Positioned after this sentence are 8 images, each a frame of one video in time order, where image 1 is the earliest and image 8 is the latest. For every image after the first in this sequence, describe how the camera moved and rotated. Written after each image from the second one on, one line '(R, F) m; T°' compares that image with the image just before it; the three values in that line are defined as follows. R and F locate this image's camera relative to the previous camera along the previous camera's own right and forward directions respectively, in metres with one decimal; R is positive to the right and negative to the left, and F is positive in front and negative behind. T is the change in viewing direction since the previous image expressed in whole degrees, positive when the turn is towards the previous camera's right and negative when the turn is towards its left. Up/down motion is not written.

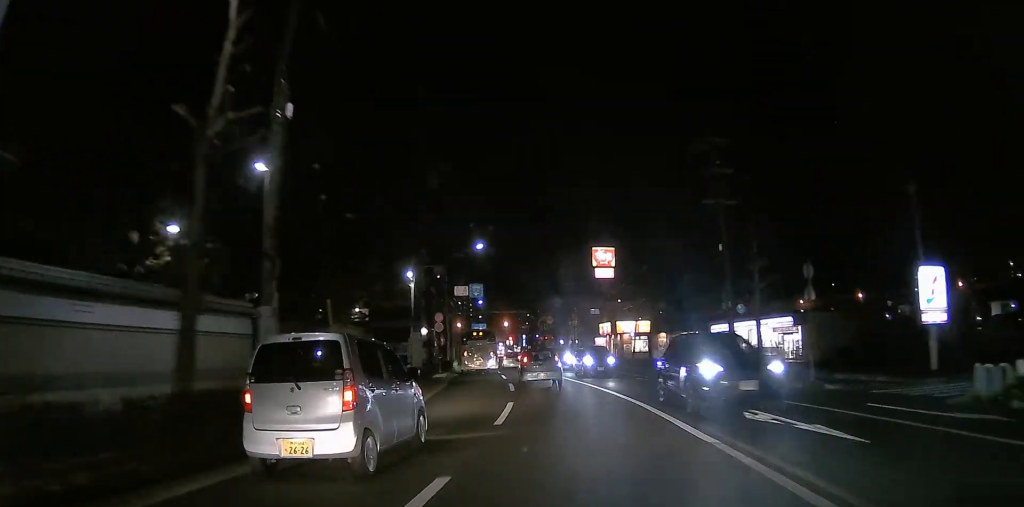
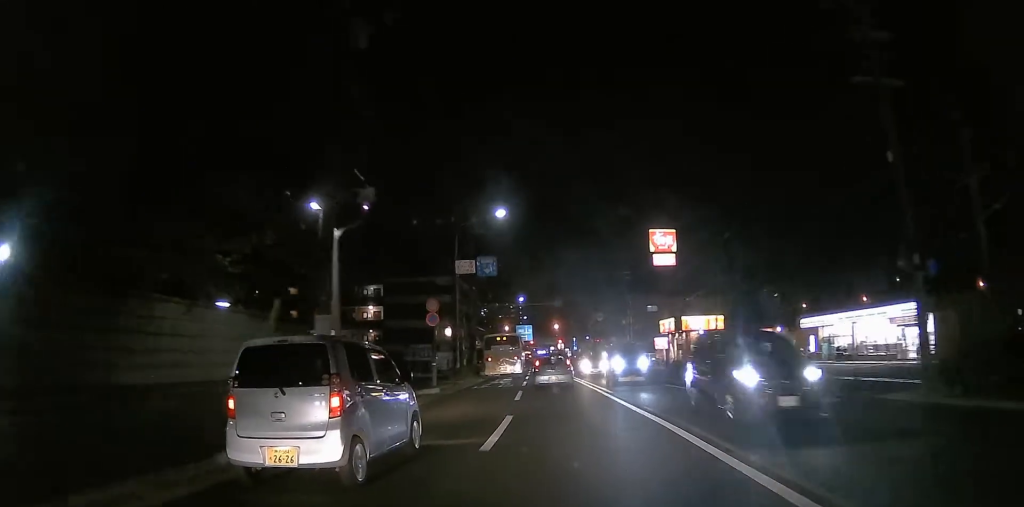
(-0.4, +13.4) m; -2°
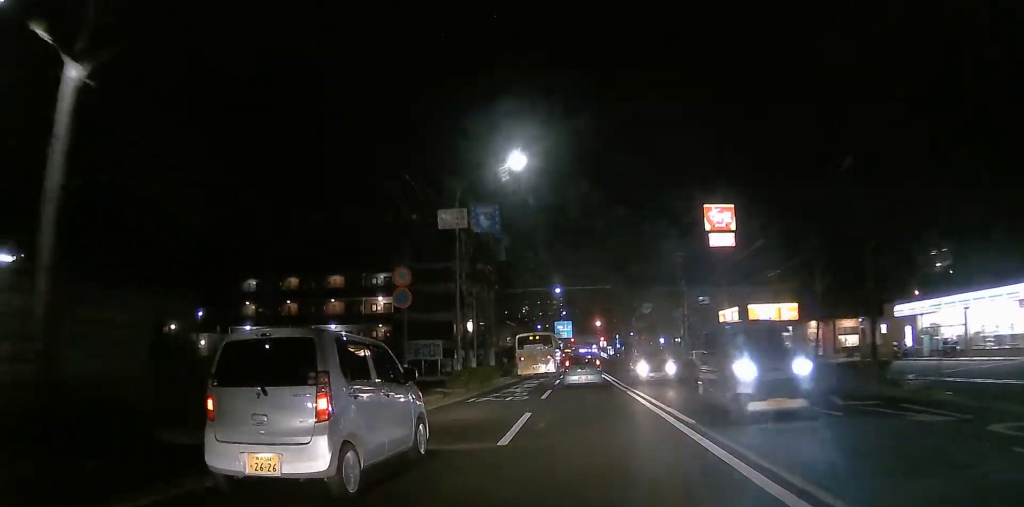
(0.0, +10.1) m; -2°
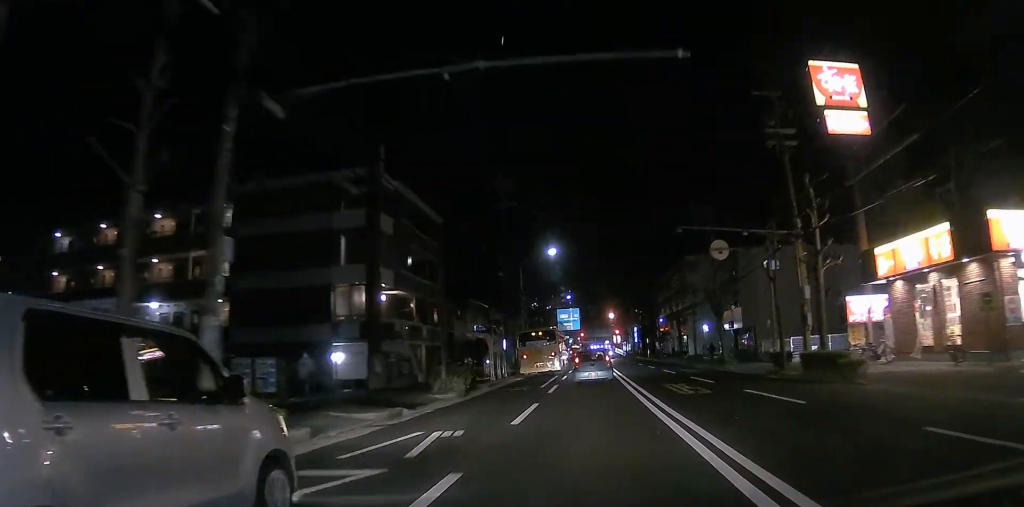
(-3.3, +28.2) m; -10°
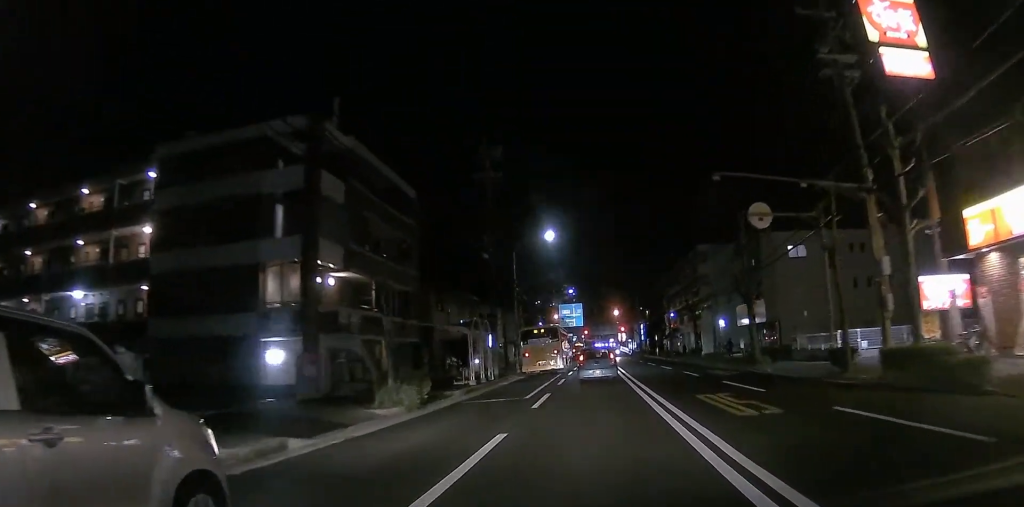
(+0.2, +6.6) m; +1°
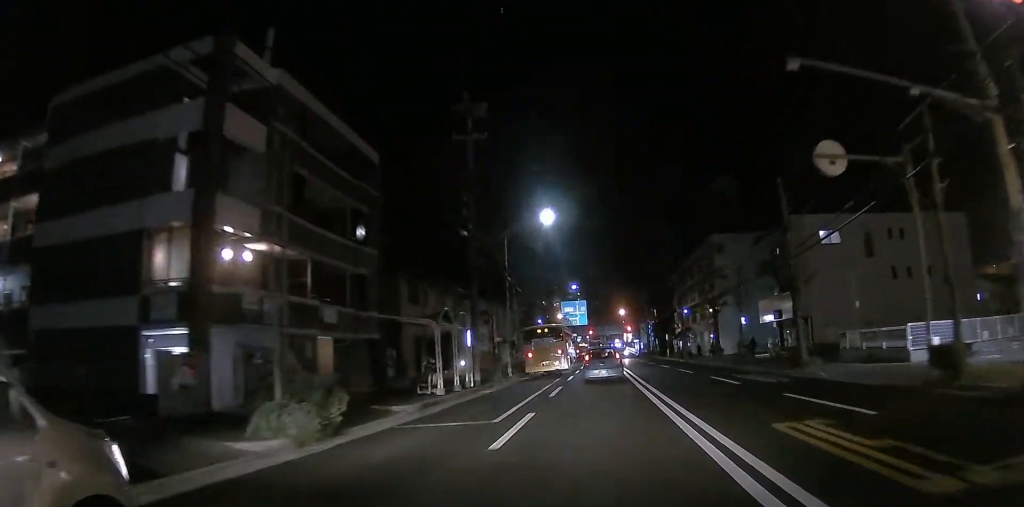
(+0.1, +6.6) m; +1°
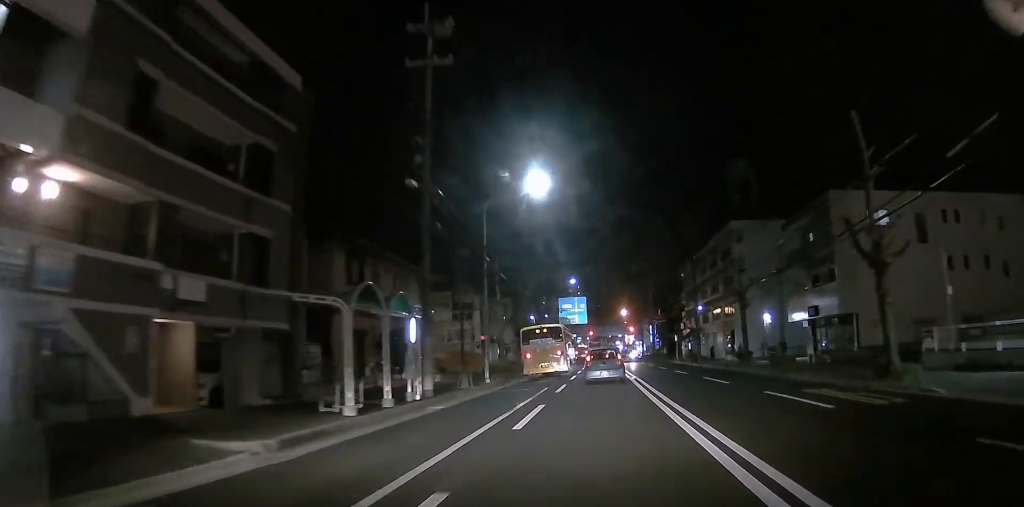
(0.0, +7.9) m; +1°
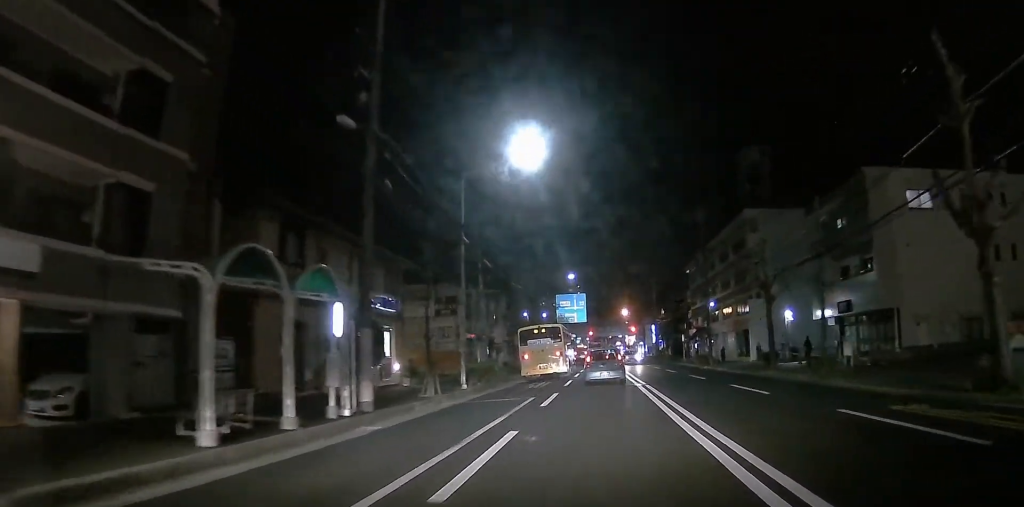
(0.0, +5.2) m; 0°
